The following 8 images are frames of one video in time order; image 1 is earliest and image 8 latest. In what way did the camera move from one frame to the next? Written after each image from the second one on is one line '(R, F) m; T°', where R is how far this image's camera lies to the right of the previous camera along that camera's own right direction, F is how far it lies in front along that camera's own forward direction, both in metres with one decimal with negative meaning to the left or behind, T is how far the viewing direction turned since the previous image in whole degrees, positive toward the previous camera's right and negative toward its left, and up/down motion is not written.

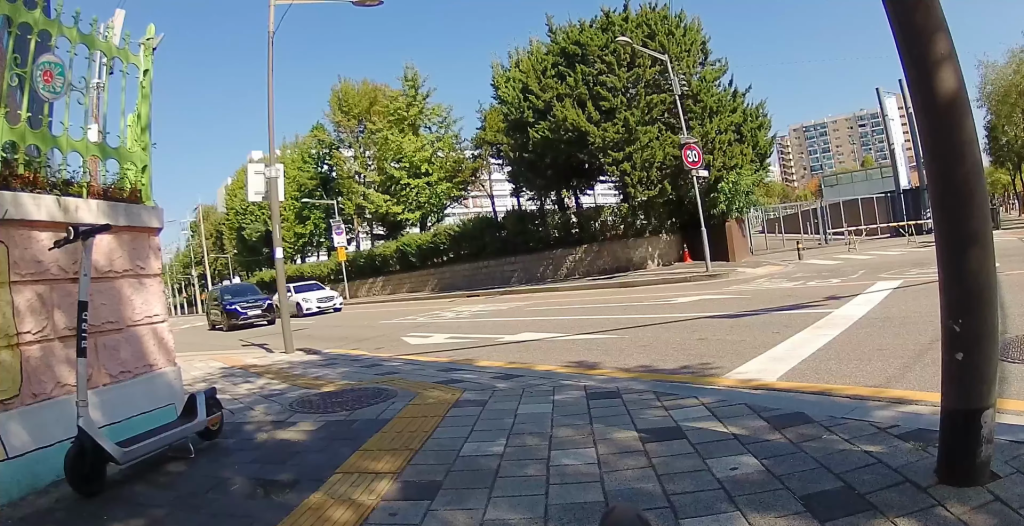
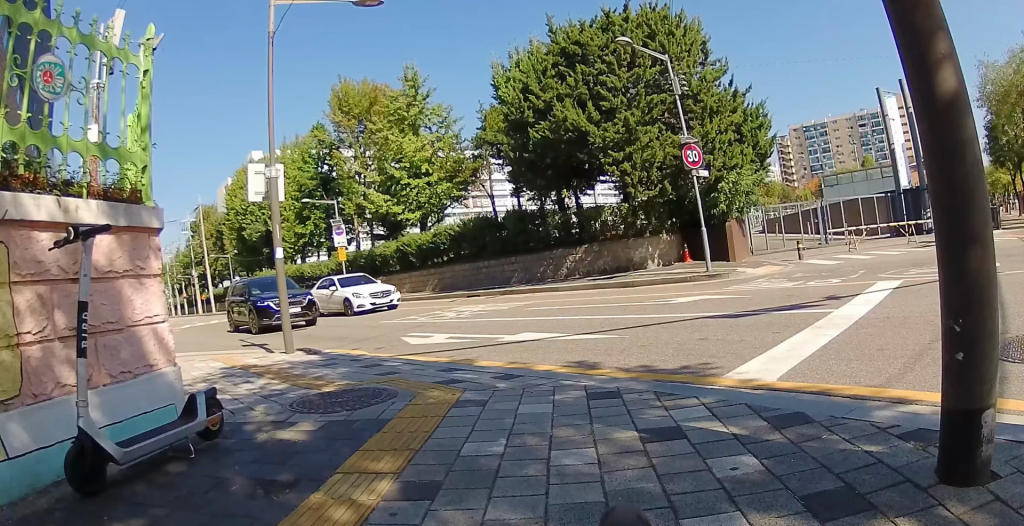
(0.0, 0.0) m; 0°
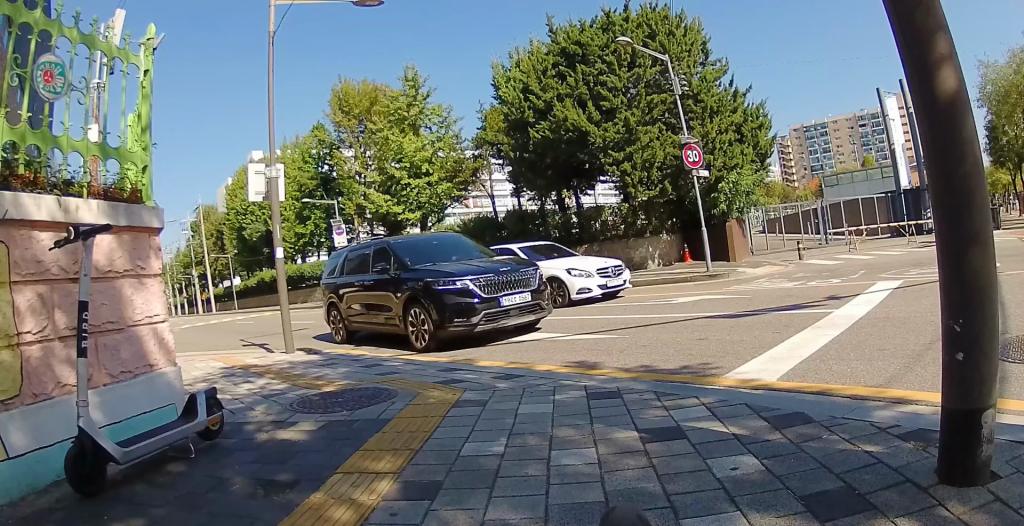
(0.0, 0.0) m; 0°
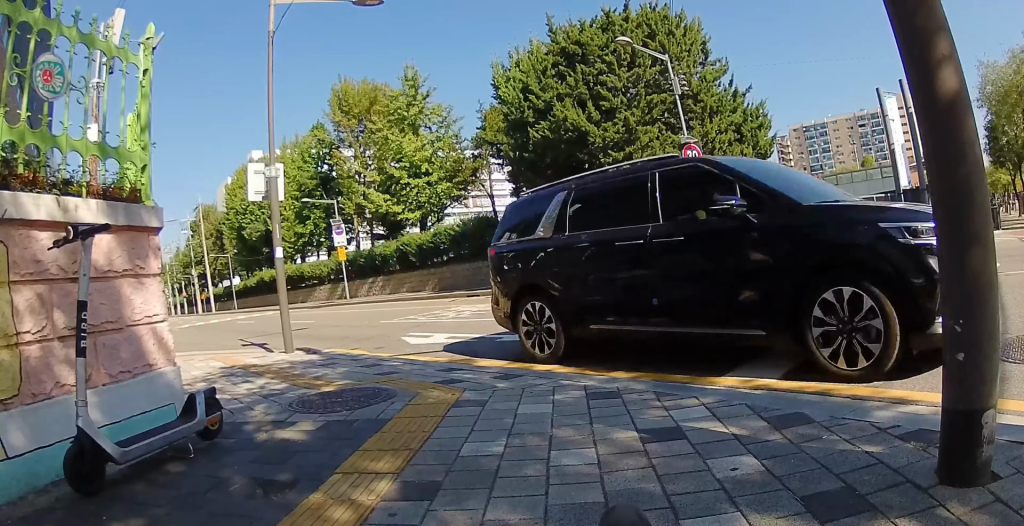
(0.0, 0.0) m; 0°
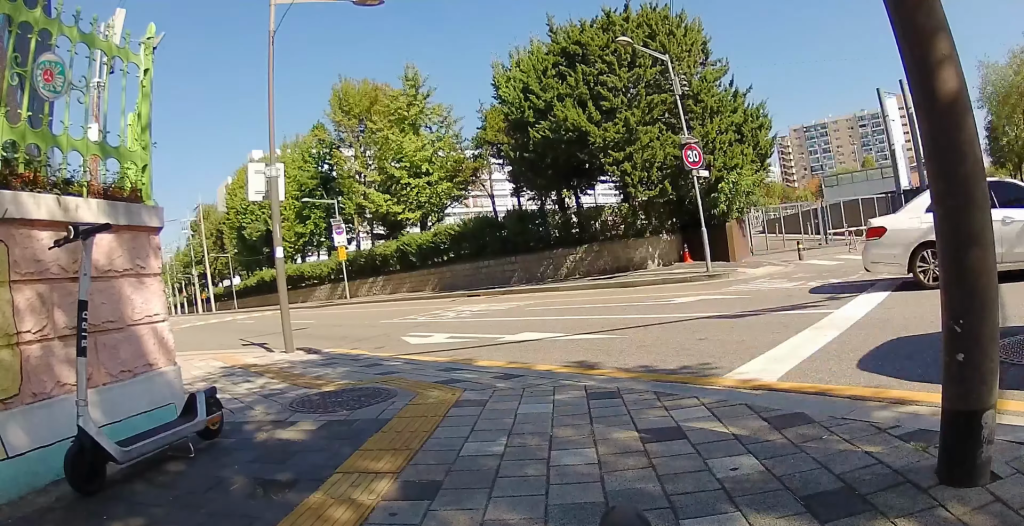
(0.0, 0.0) m; 0°
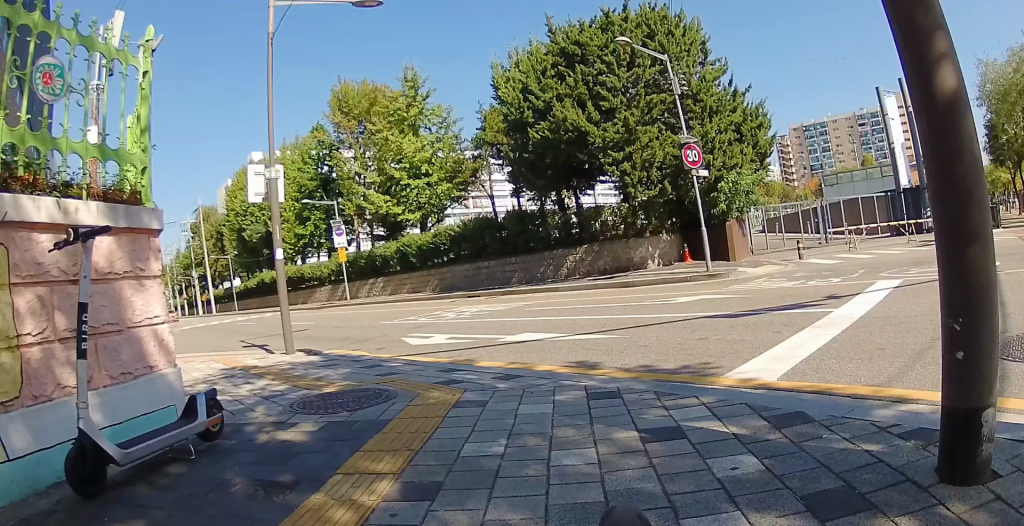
(0.0, 0.0) m; 0°
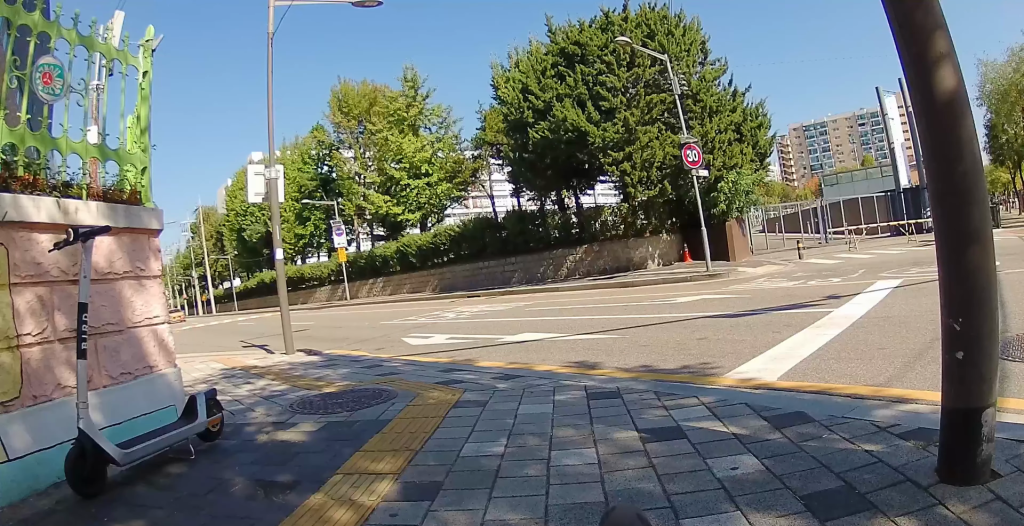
(0.0, 0.0) m; 0°
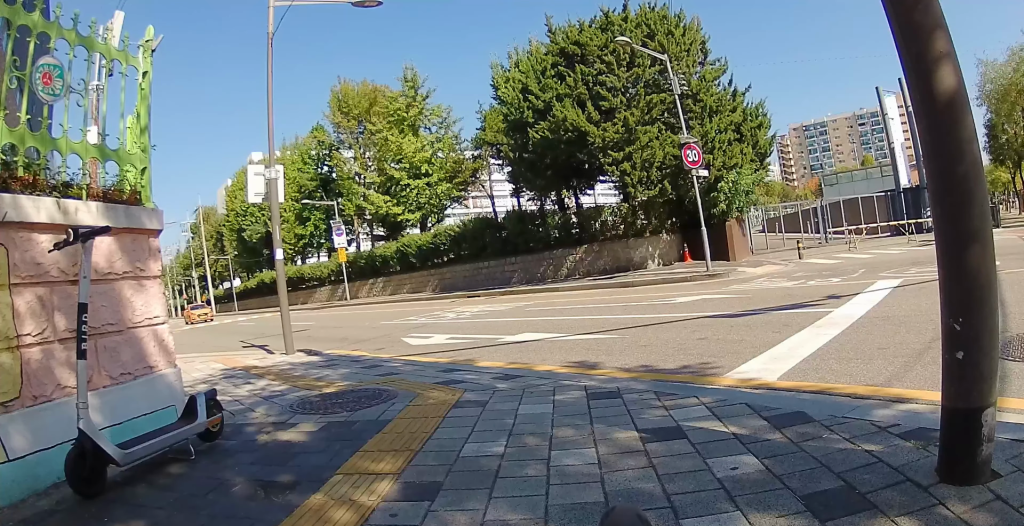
(0.0, 0.0) m; 0°
